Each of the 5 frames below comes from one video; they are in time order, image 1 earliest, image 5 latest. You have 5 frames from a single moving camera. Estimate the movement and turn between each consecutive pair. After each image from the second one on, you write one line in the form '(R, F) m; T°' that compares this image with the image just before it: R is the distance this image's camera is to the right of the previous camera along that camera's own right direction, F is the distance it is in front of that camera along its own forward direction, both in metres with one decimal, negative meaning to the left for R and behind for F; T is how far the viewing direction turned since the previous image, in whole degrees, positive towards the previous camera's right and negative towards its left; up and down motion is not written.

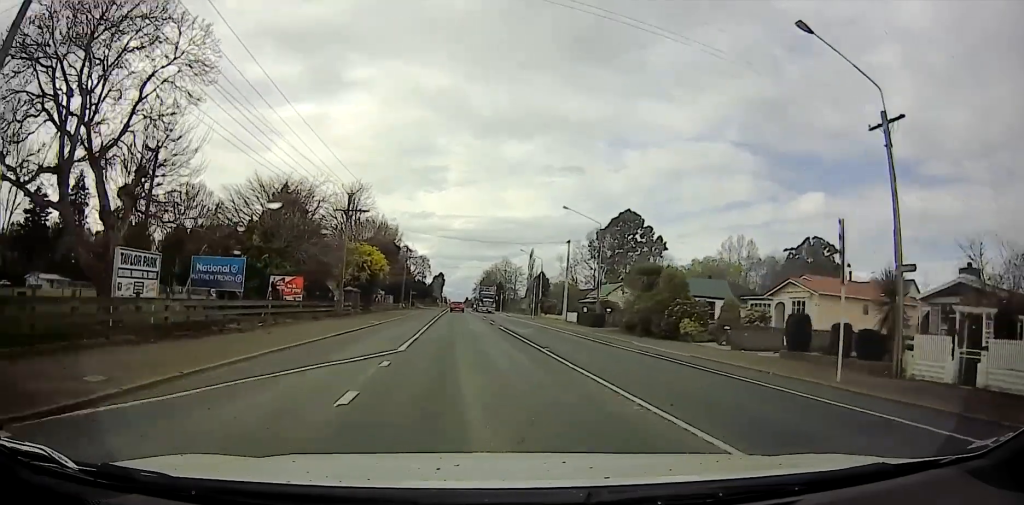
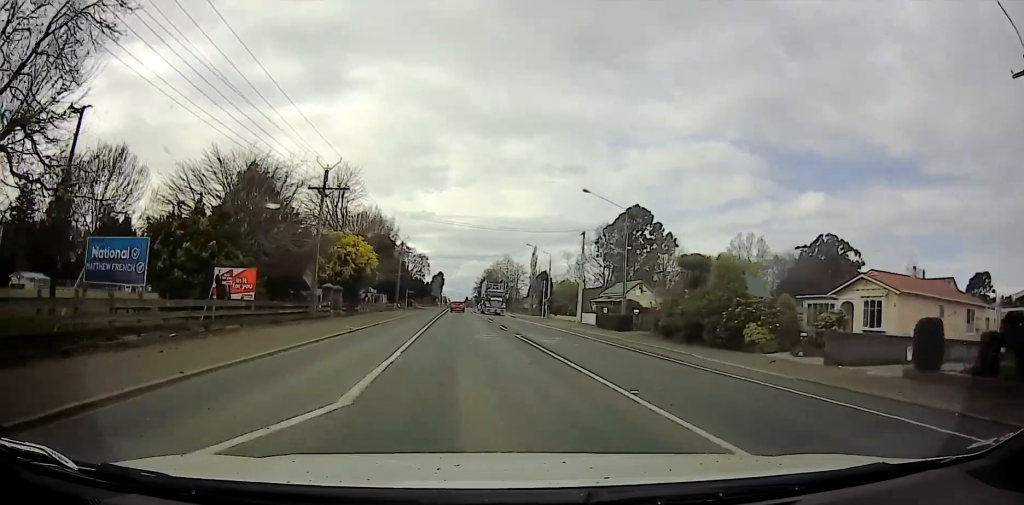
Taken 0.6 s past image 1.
(-0.4, +7.4) m; +1°
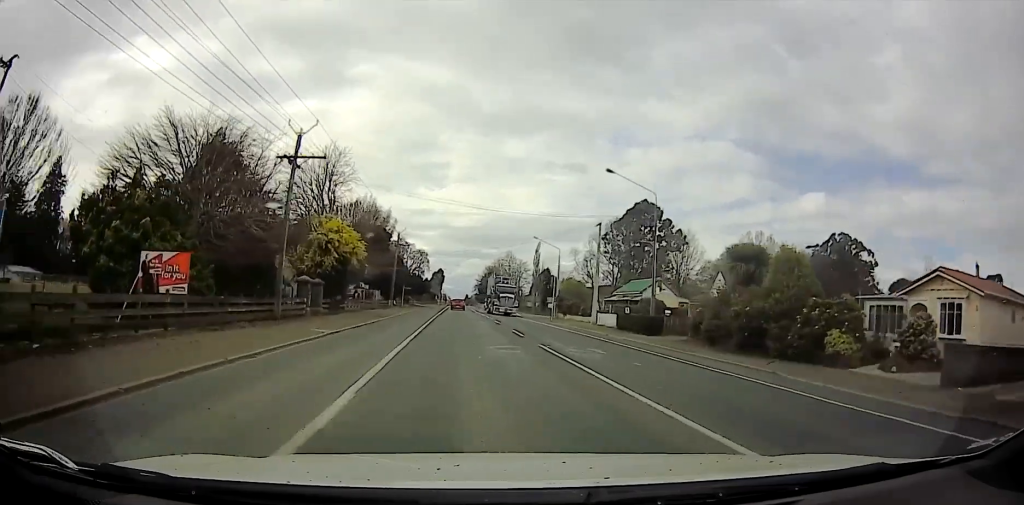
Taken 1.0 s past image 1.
(+0.4, +6.2) m; +2°
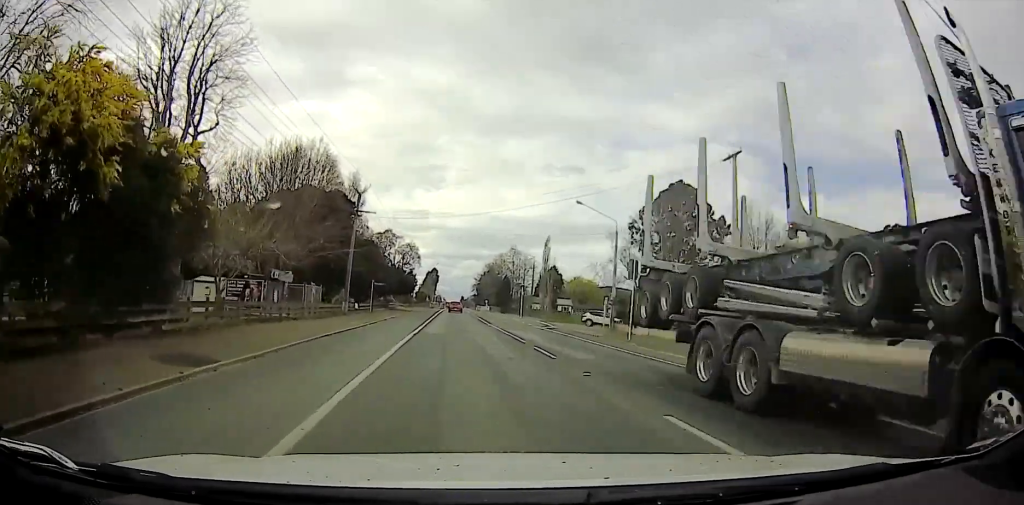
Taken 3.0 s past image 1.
(+0.3, +27.5) m; -1°
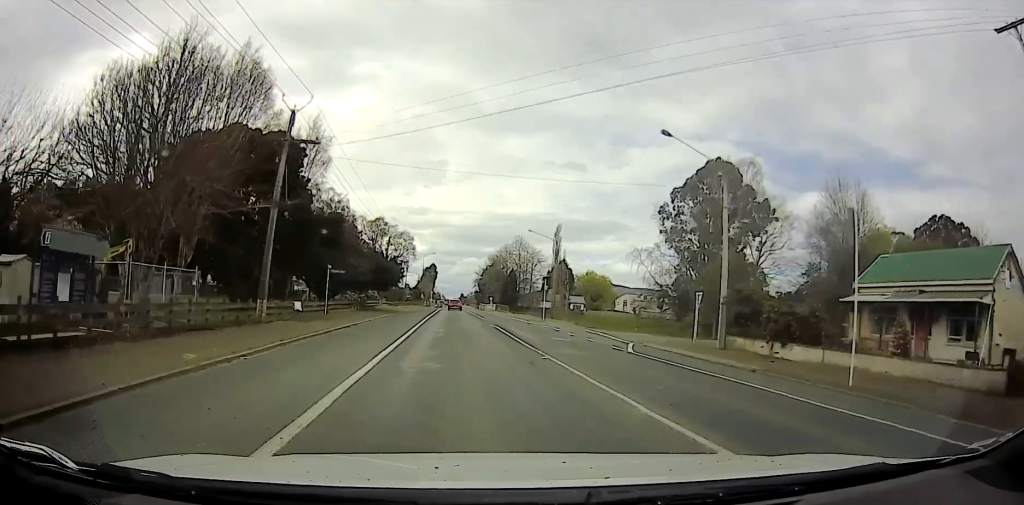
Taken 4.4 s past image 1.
(+0.3, +20.9) m; +2°
